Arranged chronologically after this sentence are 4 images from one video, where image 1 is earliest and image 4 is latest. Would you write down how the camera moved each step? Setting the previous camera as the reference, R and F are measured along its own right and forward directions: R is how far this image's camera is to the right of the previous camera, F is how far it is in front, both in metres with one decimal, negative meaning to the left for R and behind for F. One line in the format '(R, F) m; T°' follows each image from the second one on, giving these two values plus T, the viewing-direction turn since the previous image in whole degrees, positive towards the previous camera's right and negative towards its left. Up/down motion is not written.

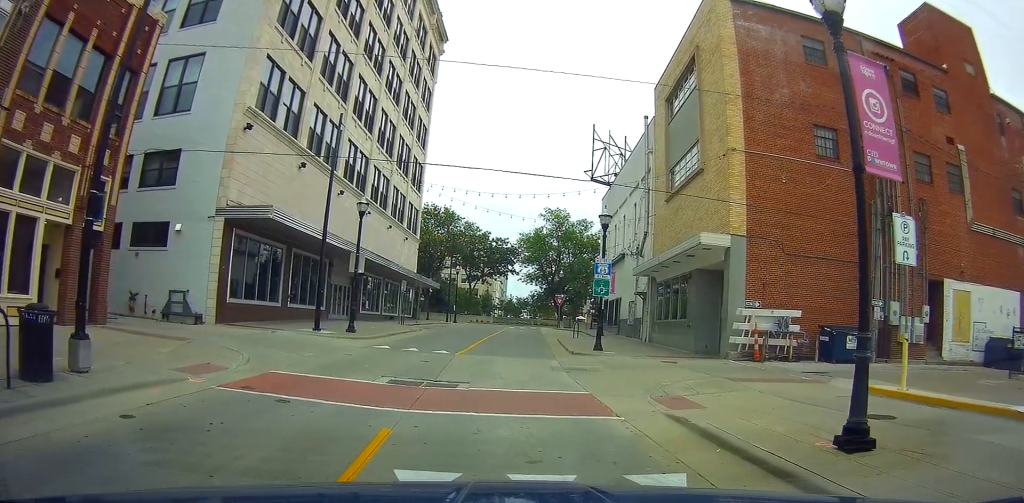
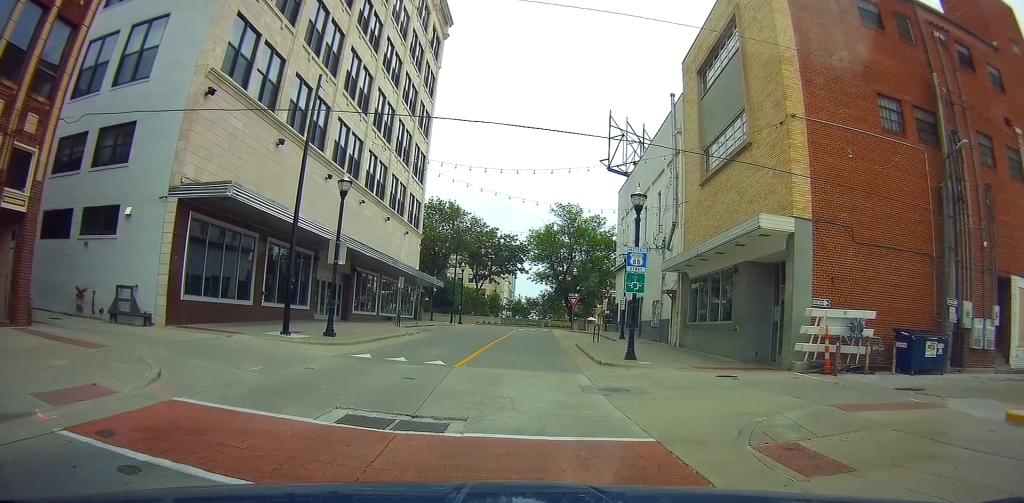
(0.0, +3.7) m; -1°
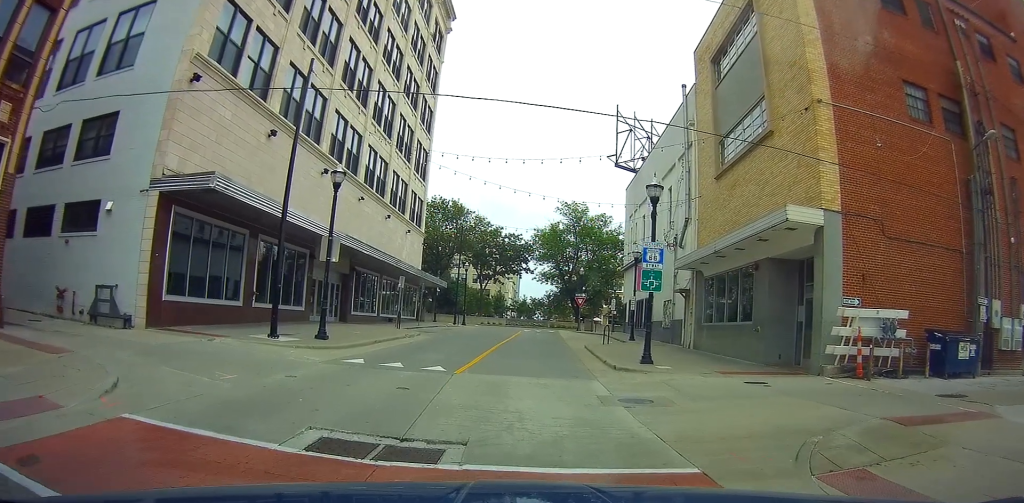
(0.0, +1.3) m; -2°
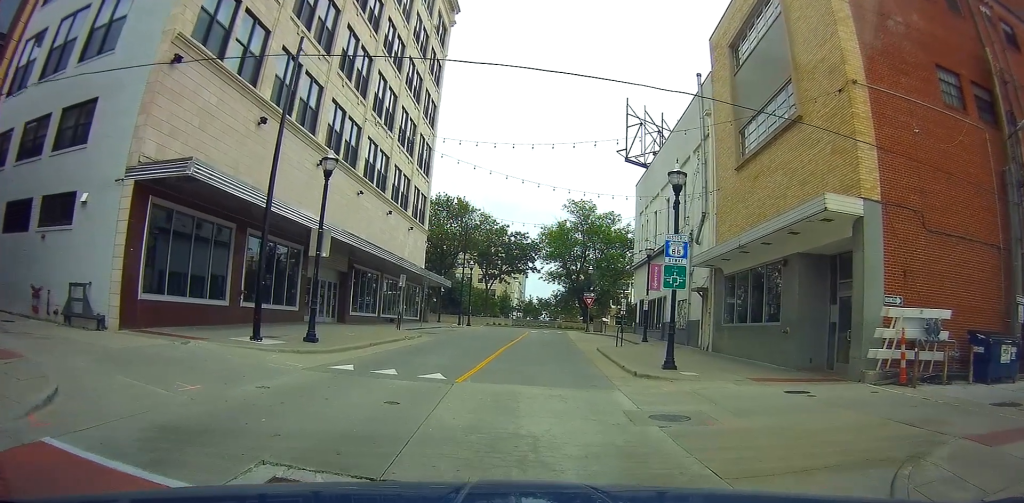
(0.0, +1.7) m; +4°
